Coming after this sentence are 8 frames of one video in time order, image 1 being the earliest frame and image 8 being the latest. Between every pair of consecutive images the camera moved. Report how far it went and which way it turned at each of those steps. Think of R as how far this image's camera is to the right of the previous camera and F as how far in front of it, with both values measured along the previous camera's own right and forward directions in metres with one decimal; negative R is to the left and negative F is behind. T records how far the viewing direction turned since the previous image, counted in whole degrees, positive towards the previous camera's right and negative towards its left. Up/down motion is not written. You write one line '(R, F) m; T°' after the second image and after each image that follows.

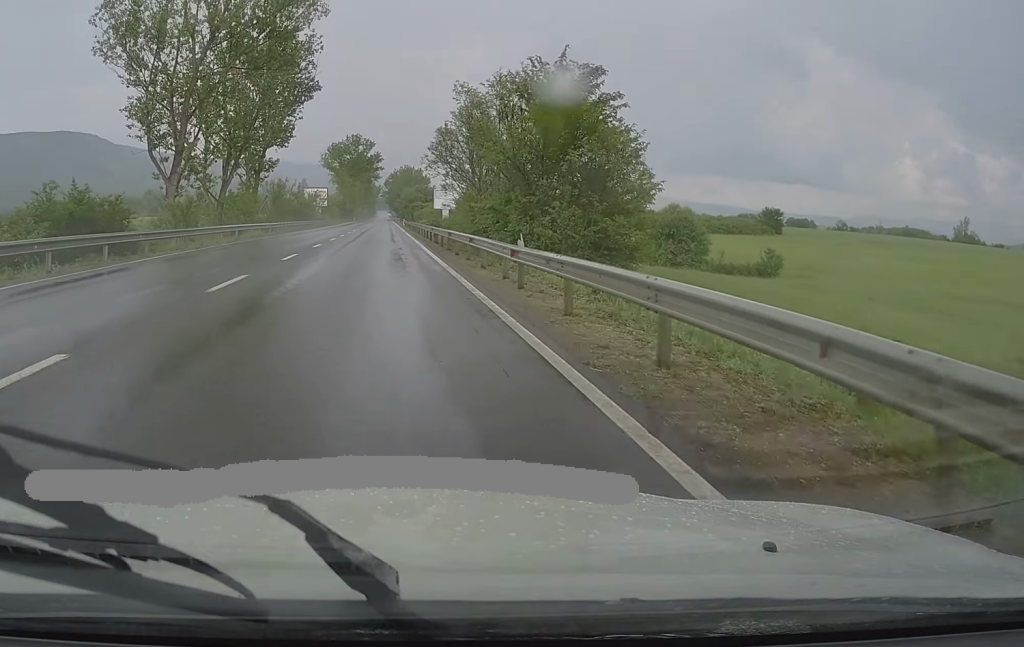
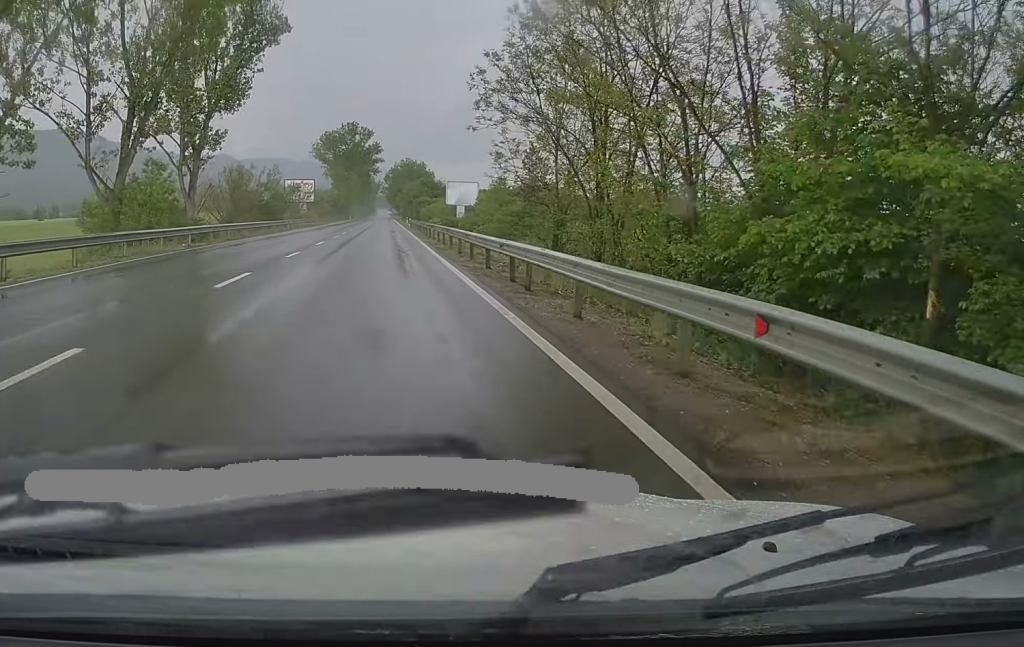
(+0.2, +26.3) m; +1°
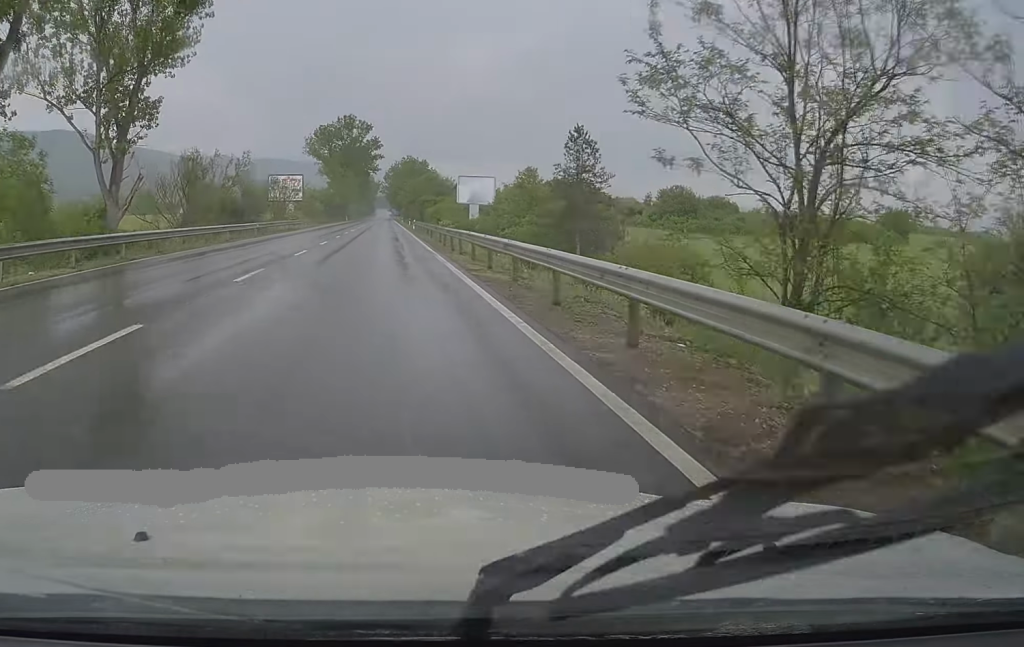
(0.0, +16.2) m; 0°
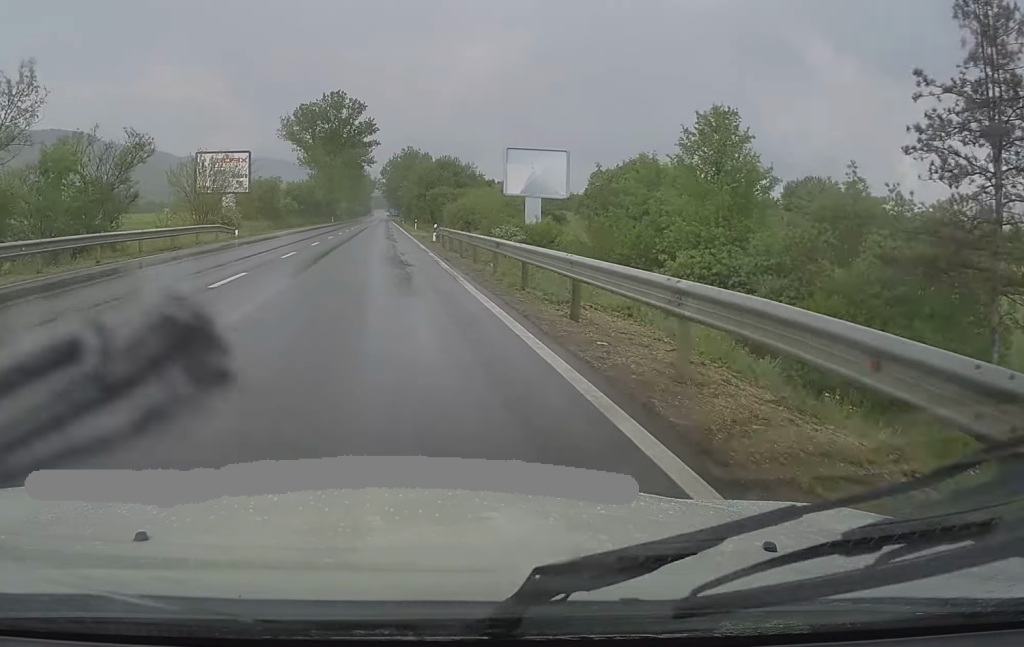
(+0.5, +37.8) m; +1°
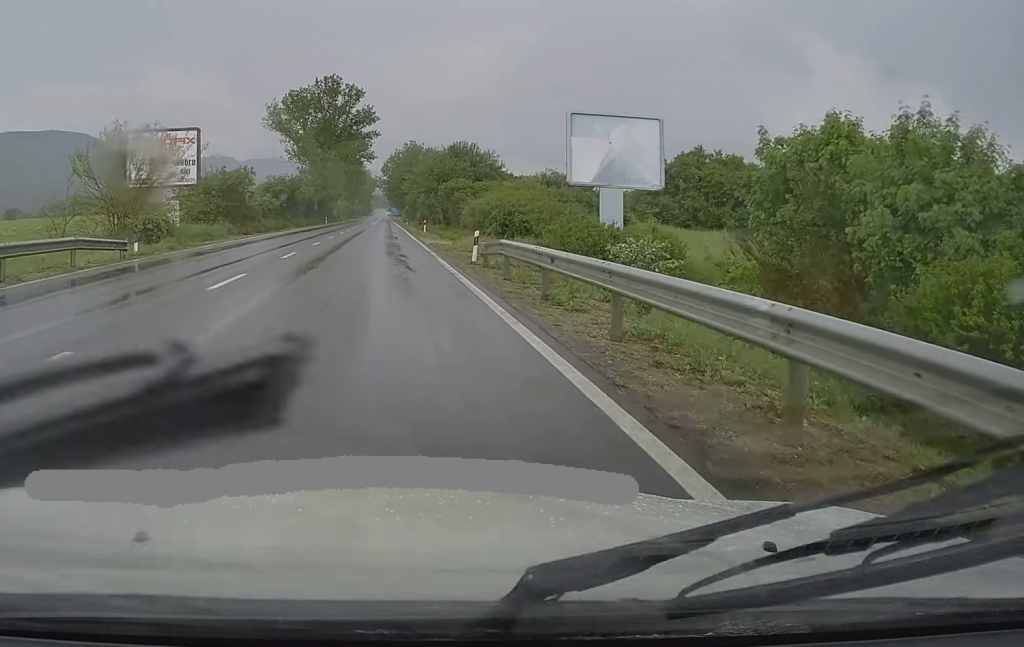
(0.0, +18.0) m; 0°
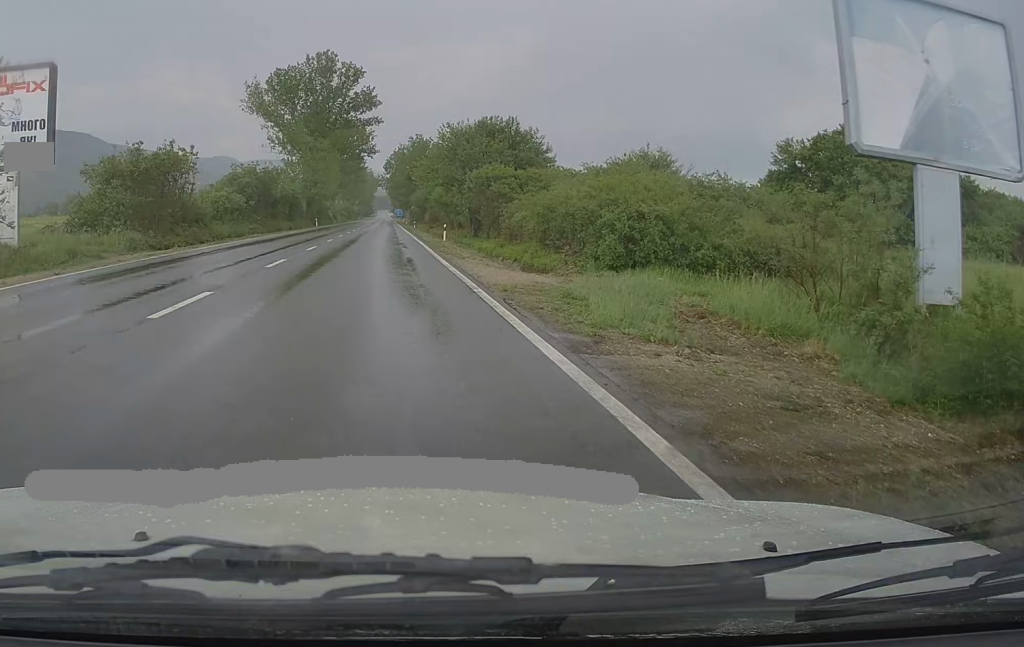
(-0.2, +21.4) m; -1°
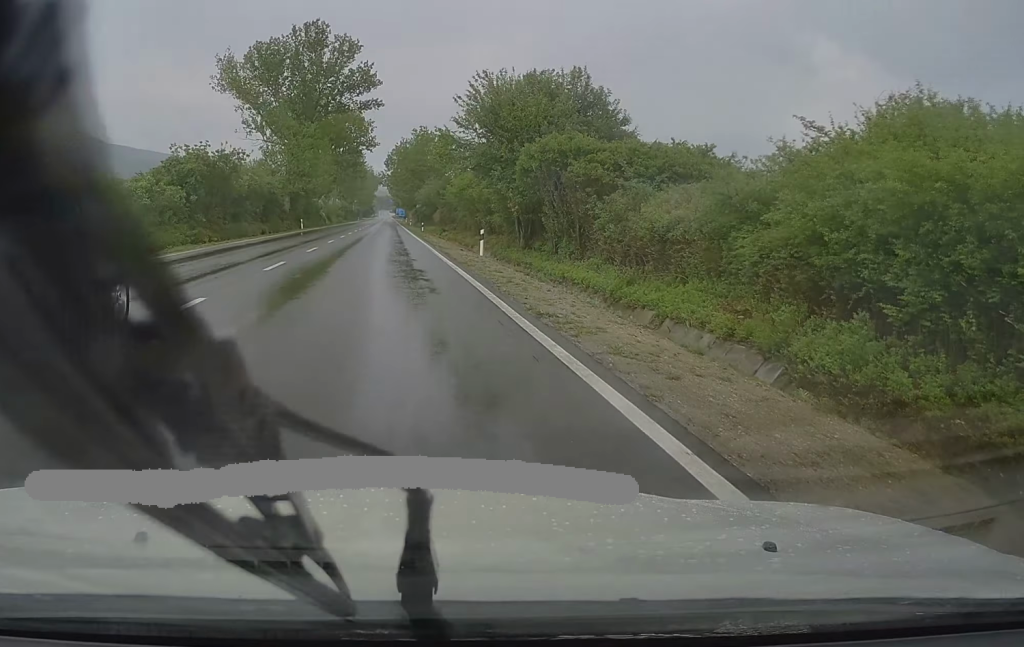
(+0.1, +18.8) m; -1°
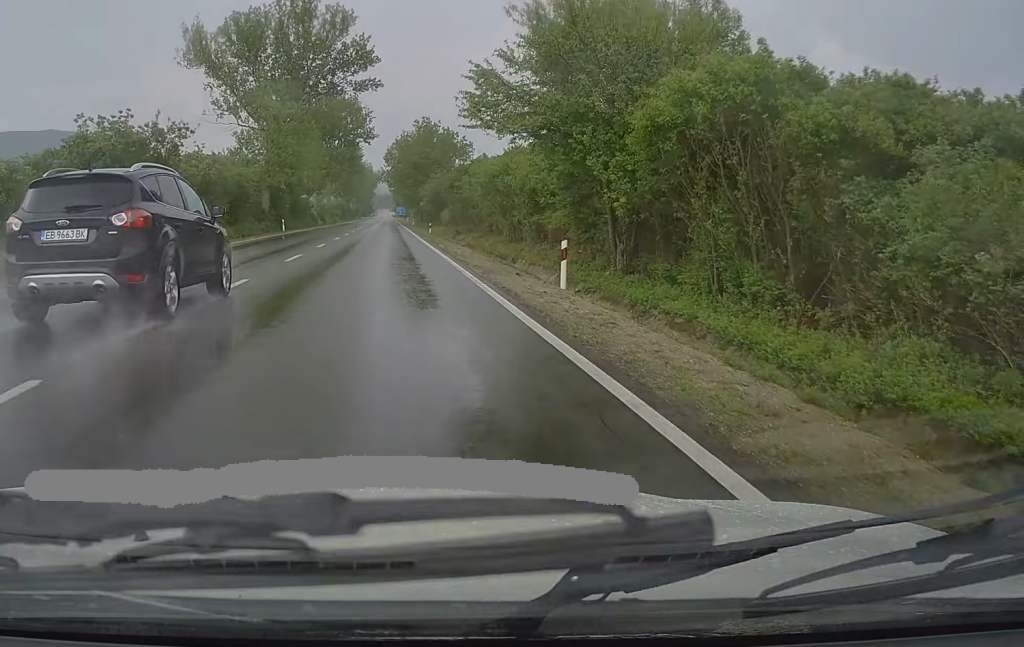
(-0.2, +14.5) m; 0°
